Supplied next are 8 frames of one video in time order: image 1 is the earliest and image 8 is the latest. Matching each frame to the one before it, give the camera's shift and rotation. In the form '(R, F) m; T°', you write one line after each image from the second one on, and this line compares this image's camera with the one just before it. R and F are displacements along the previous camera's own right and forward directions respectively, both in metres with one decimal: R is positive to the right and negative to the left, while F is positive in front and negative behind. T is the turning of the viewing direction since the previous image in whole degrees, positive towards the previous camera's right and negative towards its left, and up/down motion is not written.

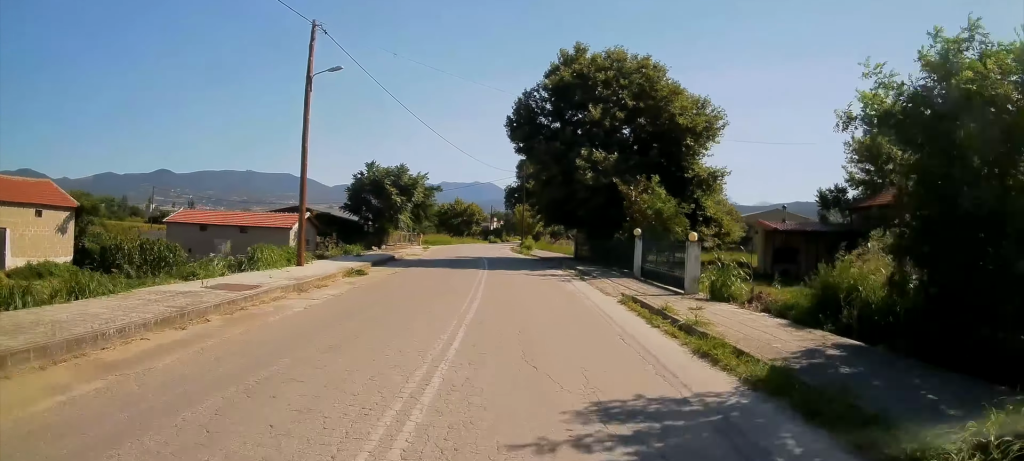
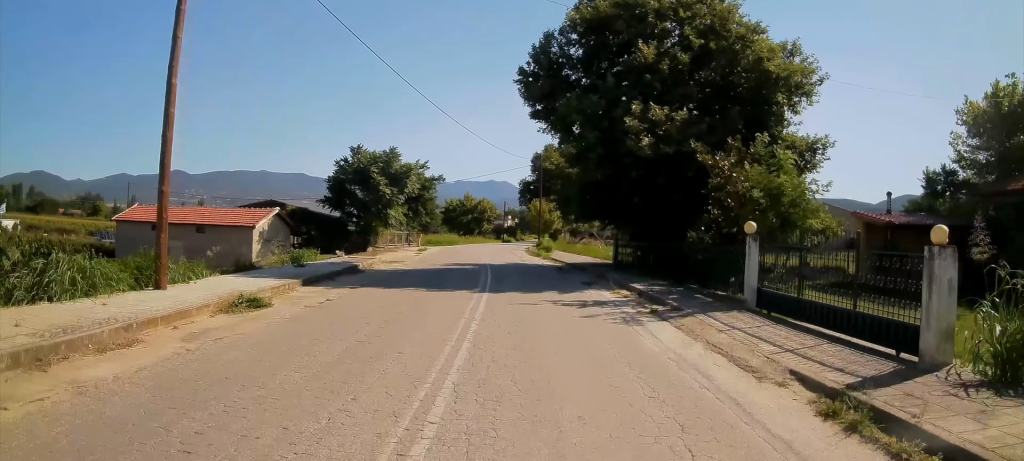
(-0.1, +9.8) m; -2°
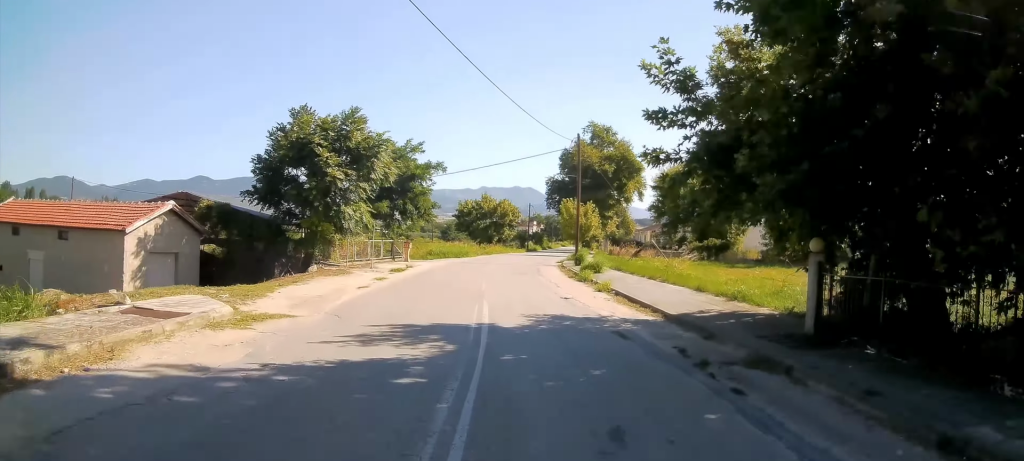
(-0.5, +16.4) m; -3°
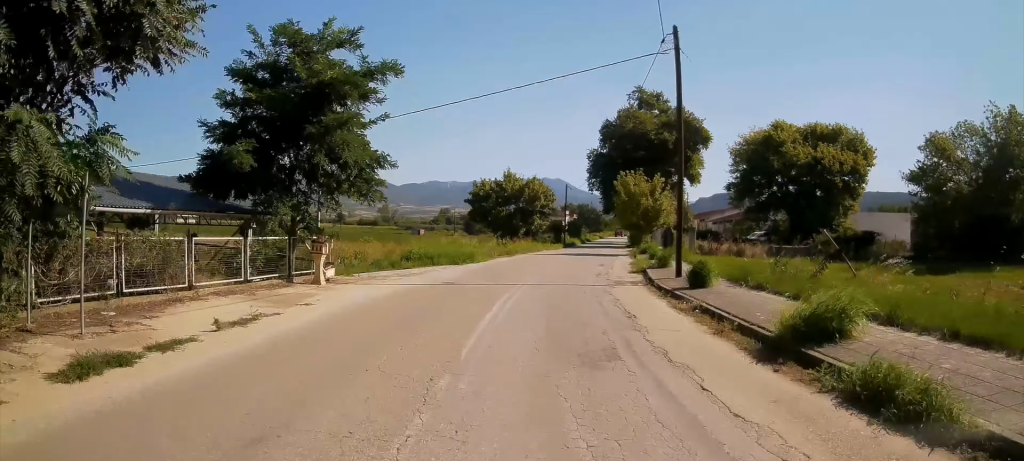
(-0.4, +21.6) m; -2°
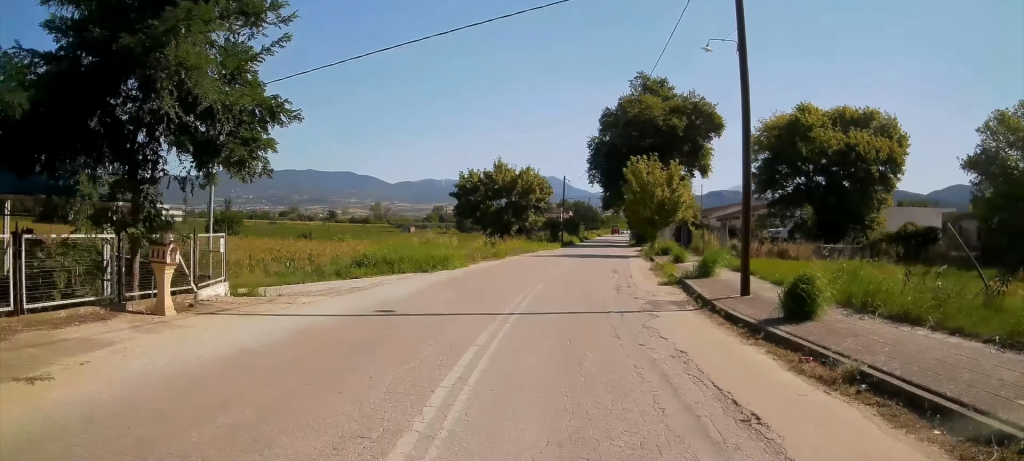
(-0.1, +7.5) m; 0°
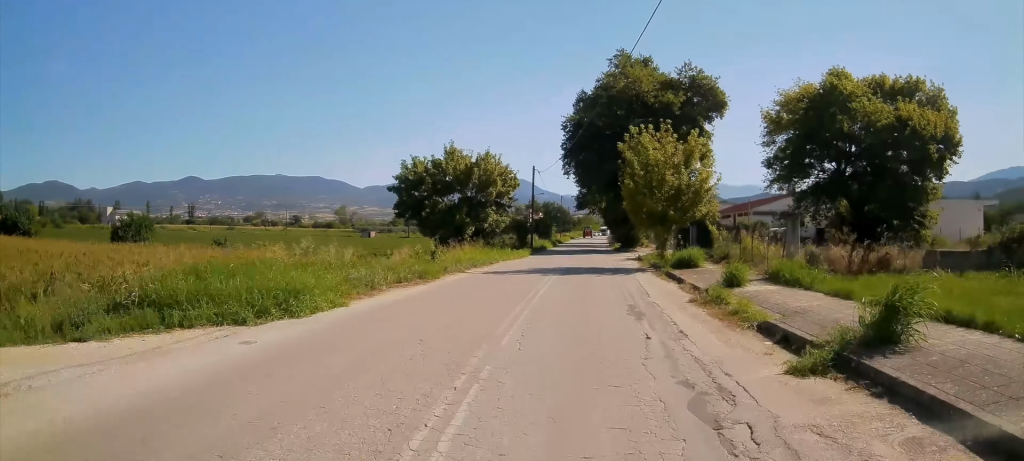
(-0.1, +12.3) m; 0°
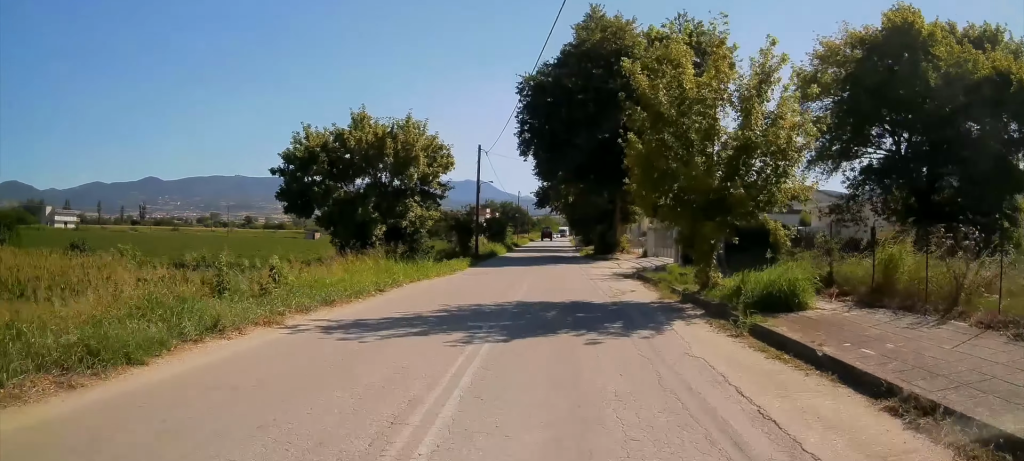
(+0.1, +13.6) m; +1°
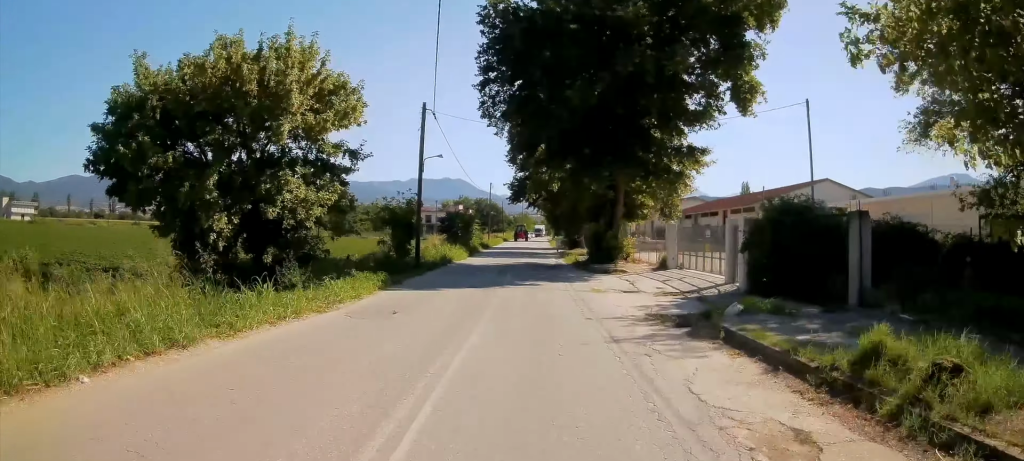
(+0.1, +12.8) m; +2°
